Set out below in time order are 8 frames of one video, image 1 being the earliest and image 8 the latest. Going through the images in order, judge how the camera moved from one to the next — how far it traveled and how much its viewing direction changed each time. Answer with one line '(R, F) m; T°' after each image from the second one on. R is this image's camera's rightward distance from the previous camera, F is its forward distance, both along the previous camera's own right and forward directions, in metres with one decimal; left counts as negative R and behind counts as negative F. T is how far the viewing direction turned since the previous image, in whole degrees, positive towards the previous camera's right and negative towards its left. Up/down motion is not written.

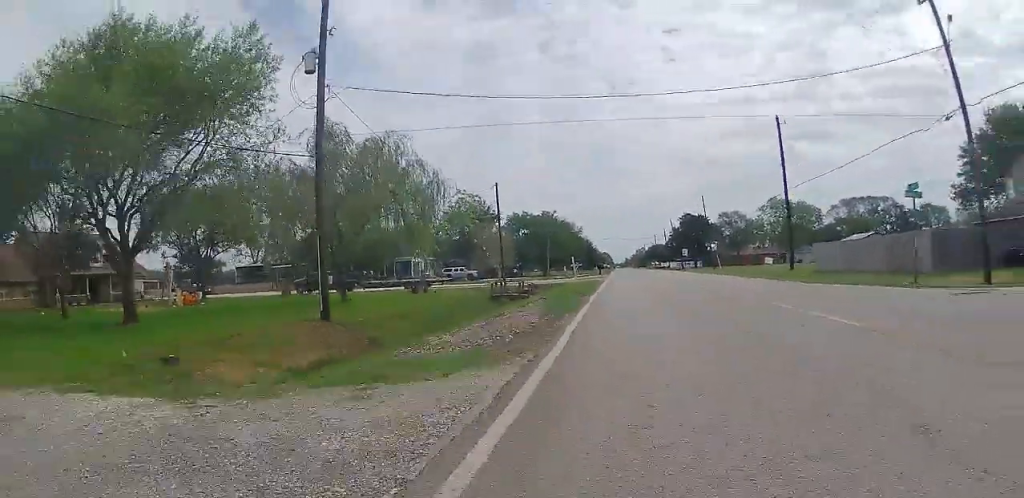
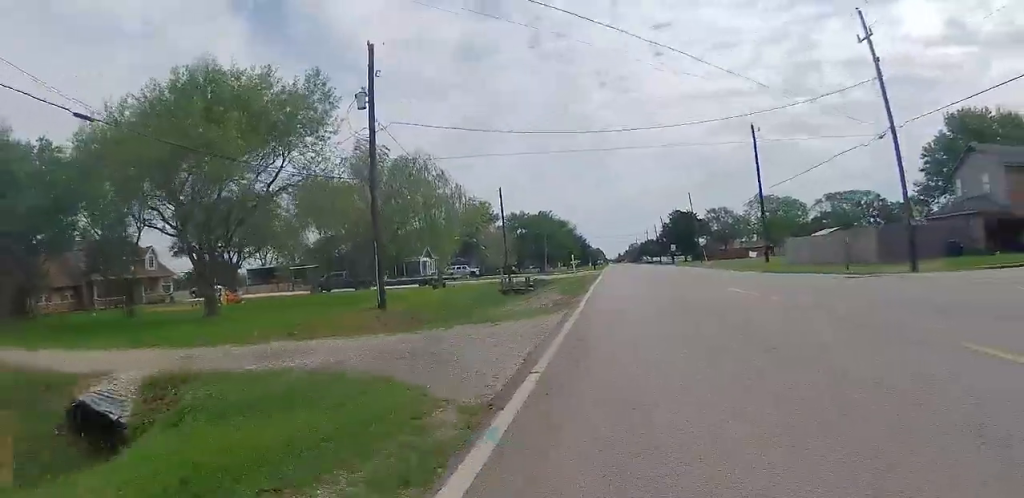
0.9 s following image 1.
(0.0, +5.2) m; 0°
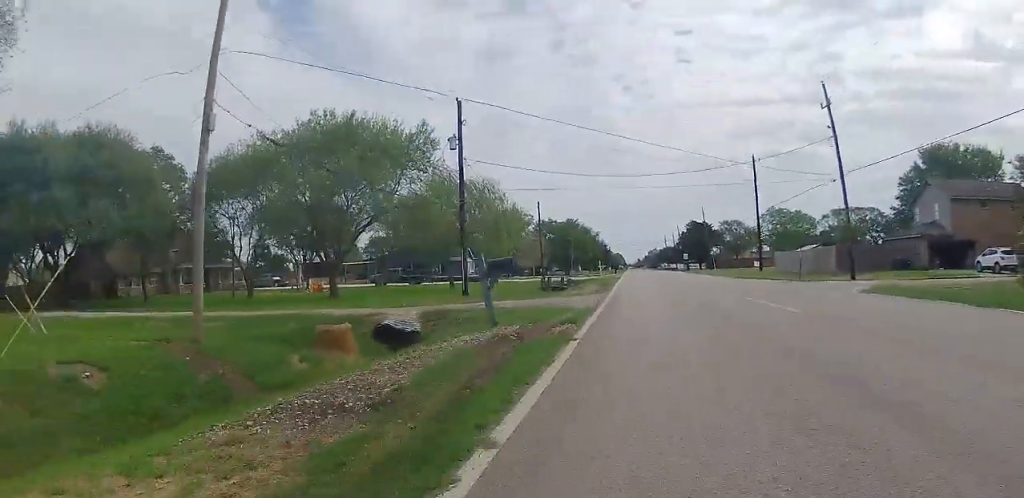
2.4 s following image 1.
(0.0, +9.6) m; 0°
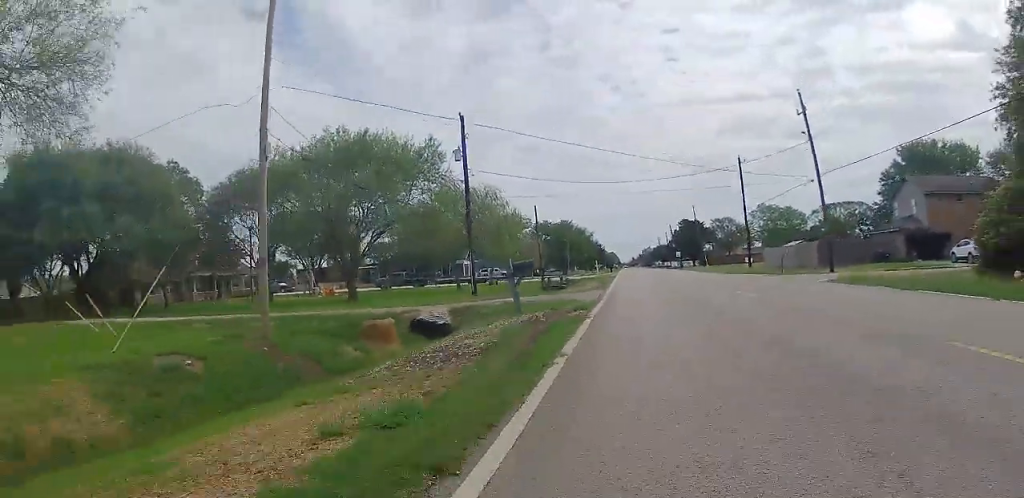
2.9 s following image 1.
(0.0, +2.9) m; 0°
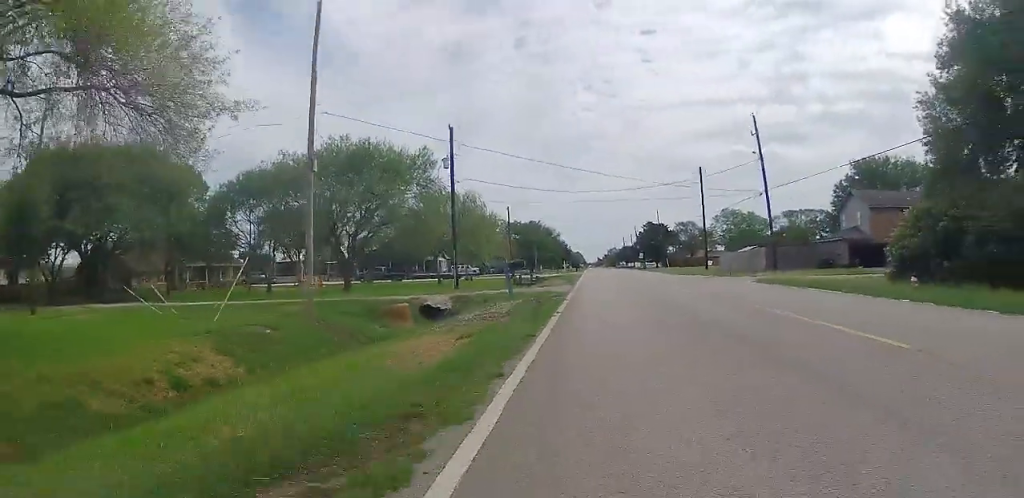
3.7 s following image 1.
(0.0, +4.7) m; 0°
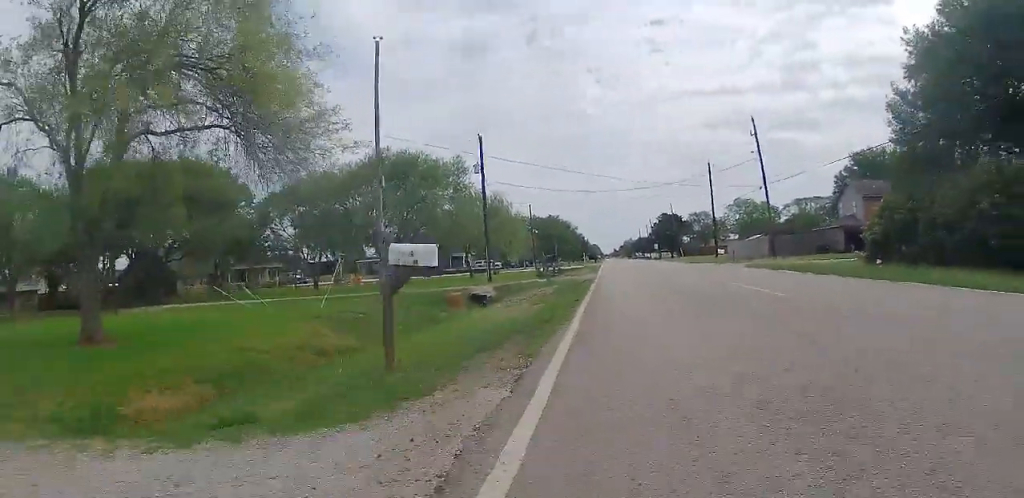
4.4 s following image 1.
(0.0, +4.8) m; -3°
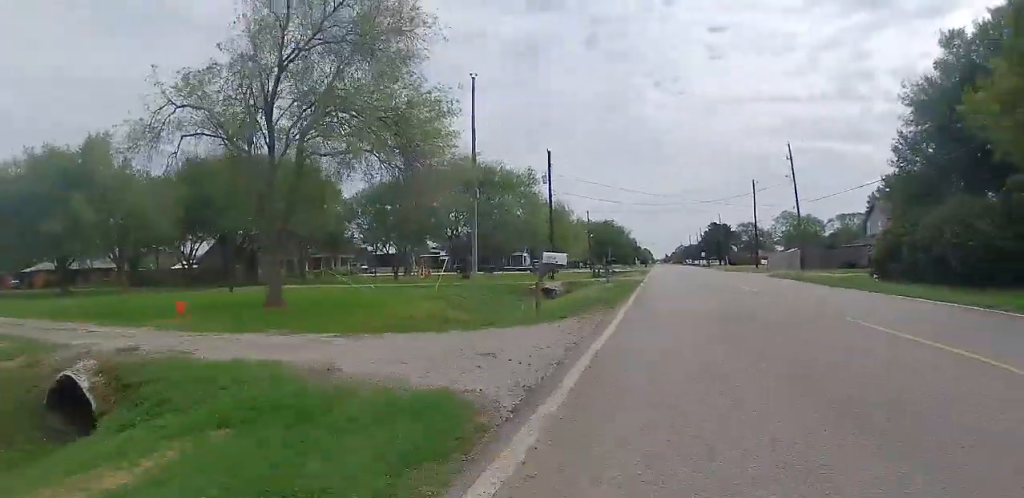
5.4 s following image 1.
(-0.3, +6.3) m; -2°
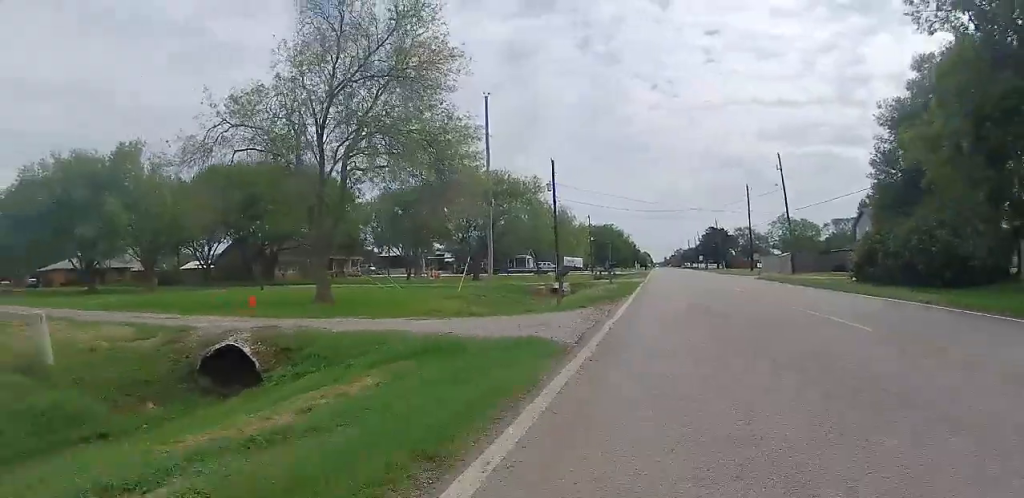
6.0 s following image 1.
(-0.2, +3.4) m; +1°
